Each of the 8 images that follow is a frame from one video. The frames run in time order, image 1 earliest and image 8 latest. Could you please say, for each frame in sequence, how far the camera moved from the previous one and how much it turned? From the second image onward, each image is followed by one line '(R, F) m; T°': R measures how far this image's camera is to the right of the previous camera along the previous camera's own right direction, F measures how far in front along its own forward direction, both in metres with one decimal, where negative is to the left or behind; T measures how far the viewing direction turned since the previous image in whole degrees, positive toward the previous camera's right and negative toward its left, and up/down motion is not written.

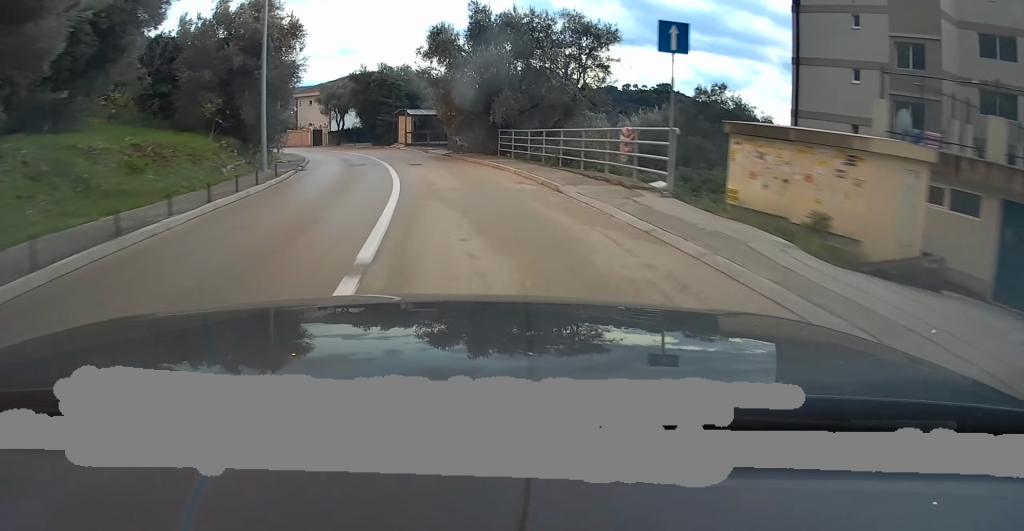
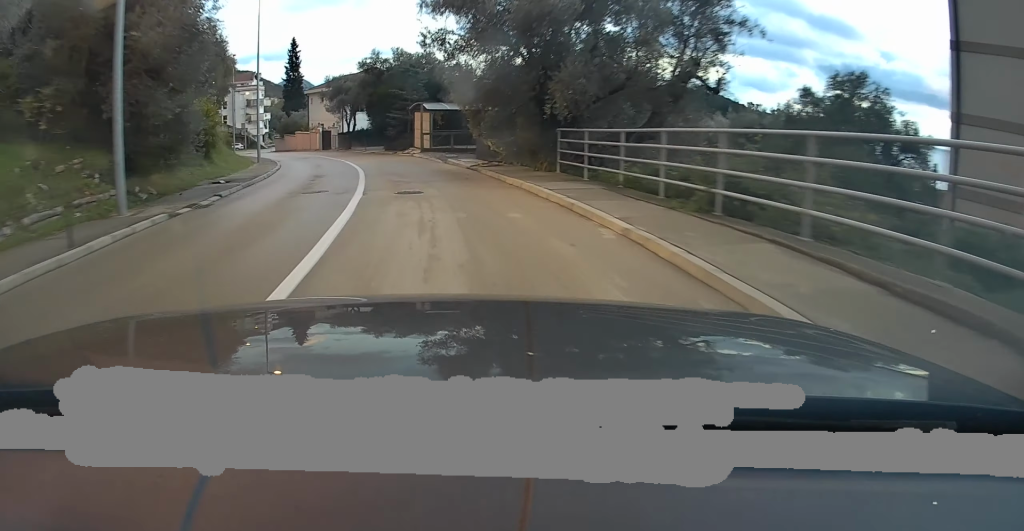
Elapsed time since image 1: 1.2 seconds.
(-0.1, +12.8) m; -3°
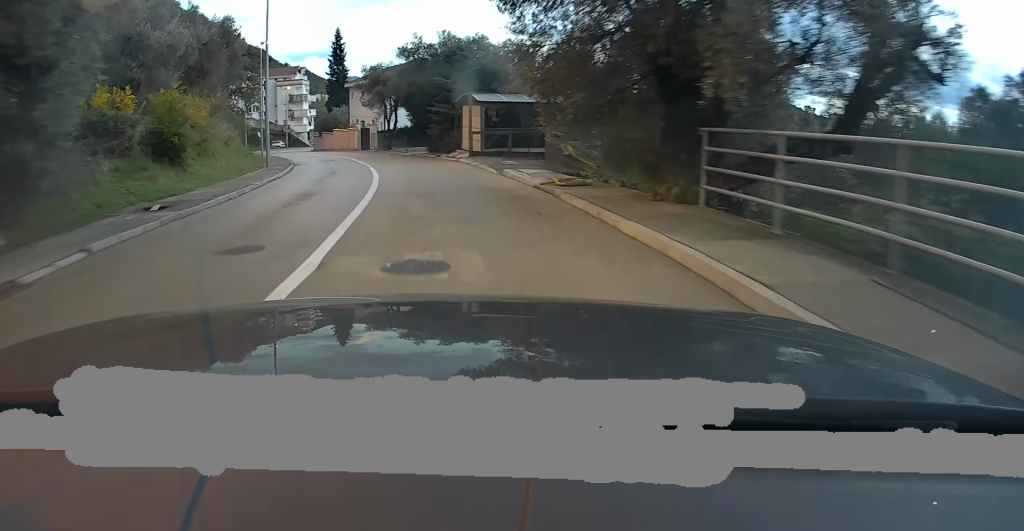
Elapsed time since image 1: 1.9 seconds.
(-0.2, +8.4) m; -4°
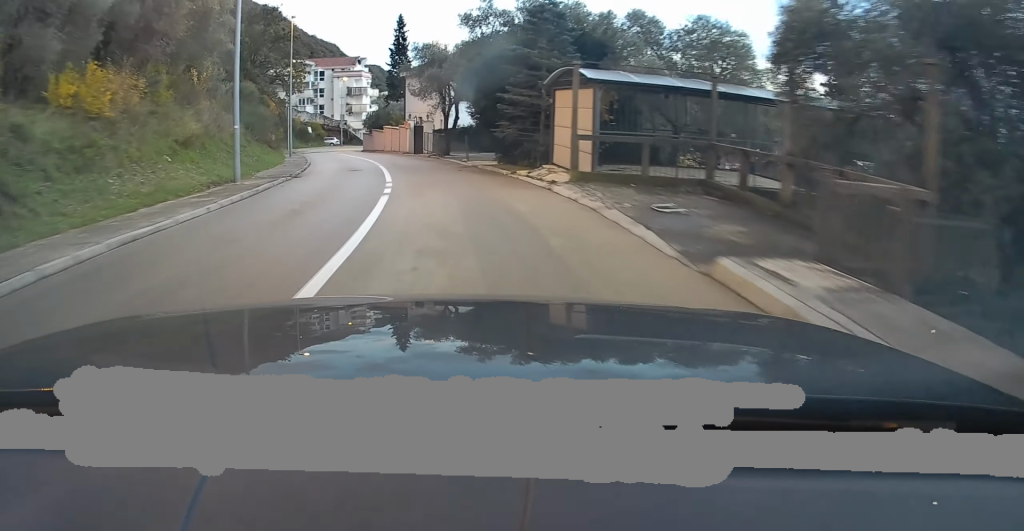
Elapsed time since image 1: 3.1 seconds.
(-0.9, +12.9) m; -8°
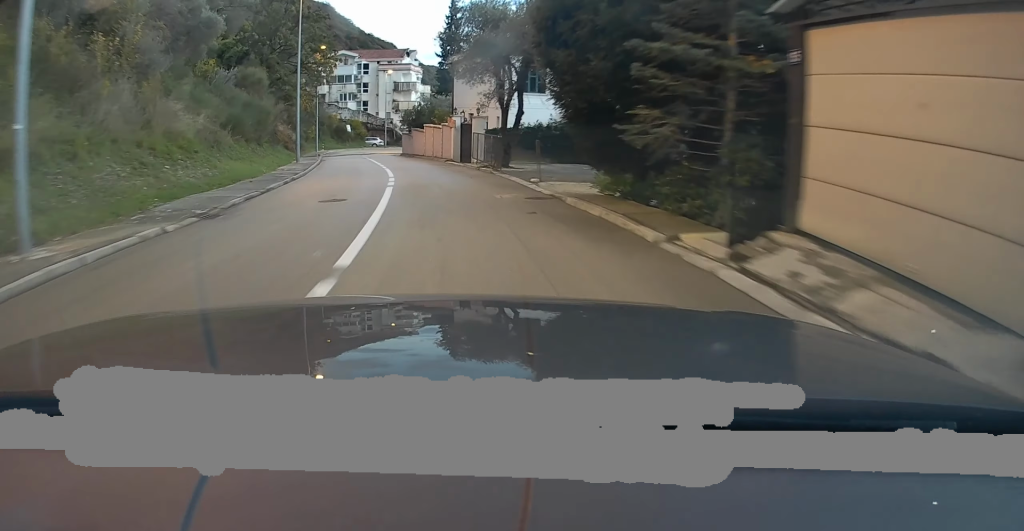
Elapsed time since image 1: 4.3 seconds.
(-0.8, +12.3) m; -6°
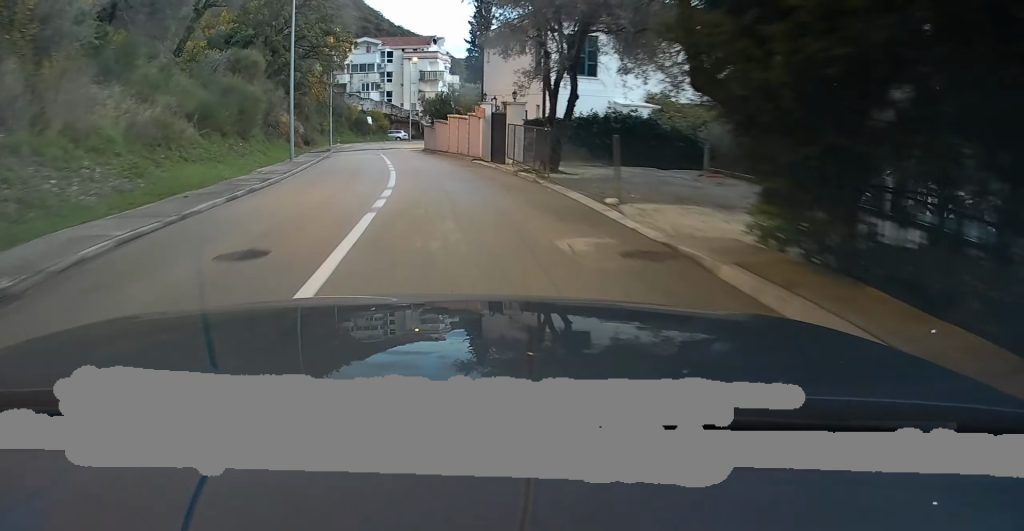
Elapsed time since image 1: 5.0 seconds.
(-0.1, +7.1) m; -3°
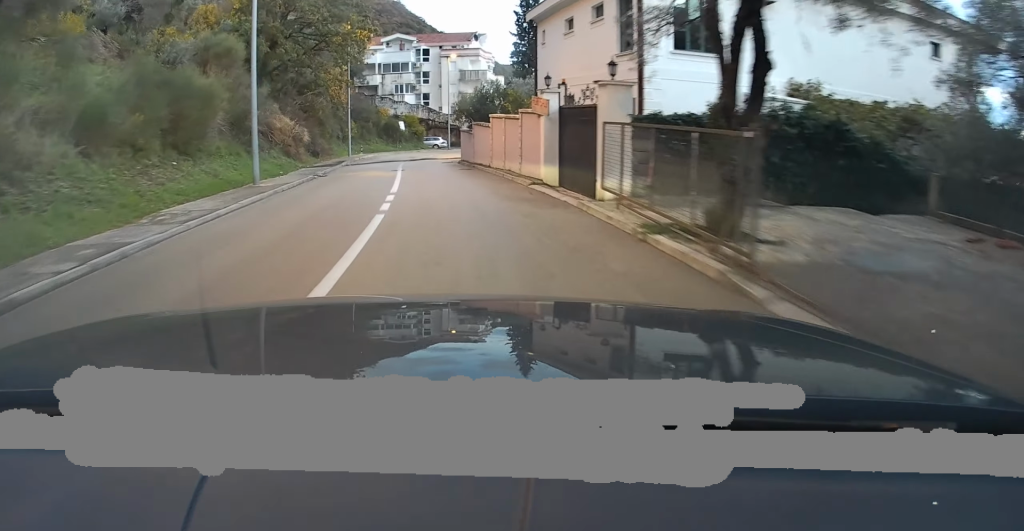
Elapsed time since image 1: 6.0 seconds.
(-0.4, +10.6) m; -5°
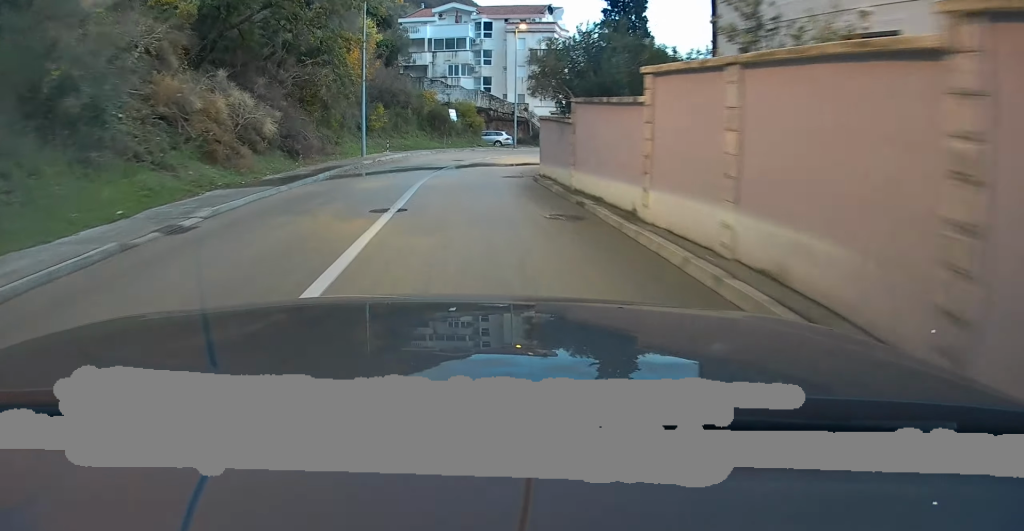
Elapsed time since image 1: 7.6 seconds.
(-1.3, +17.3) m; -7°
